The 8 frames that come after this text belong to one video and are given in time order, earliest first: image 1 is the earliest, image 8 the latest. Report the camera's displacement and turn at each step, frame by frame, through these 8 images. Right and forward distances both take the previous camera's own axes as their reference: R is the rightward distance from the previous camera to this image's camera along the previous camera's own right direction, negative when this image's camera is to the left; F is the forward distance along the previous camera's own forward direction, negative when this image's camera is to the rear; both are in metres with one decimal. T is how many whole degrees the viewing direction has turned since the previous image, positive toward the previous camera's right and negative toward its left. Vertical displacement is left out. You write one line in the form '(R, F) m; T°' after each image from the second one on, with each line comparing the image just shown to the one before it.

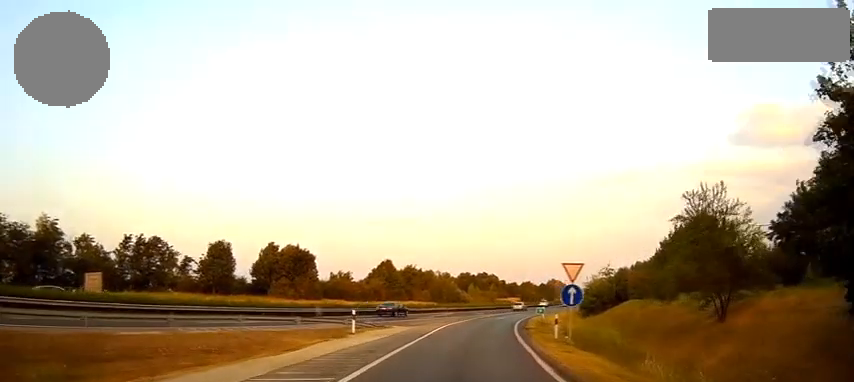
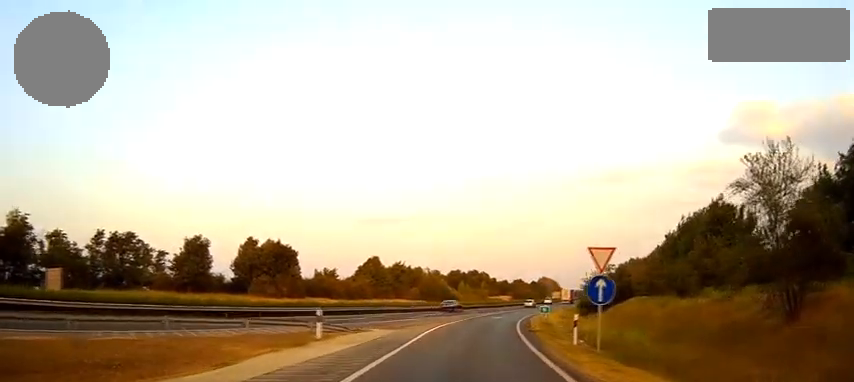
(0.0, +6.1) m; +1°
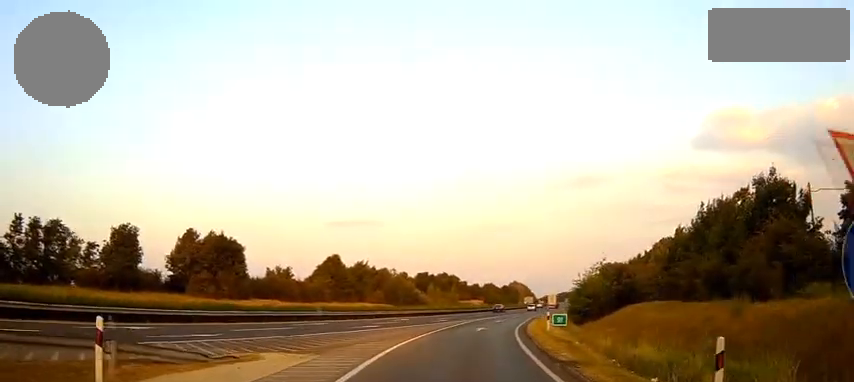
(+0.2, +13.7) m; +1°
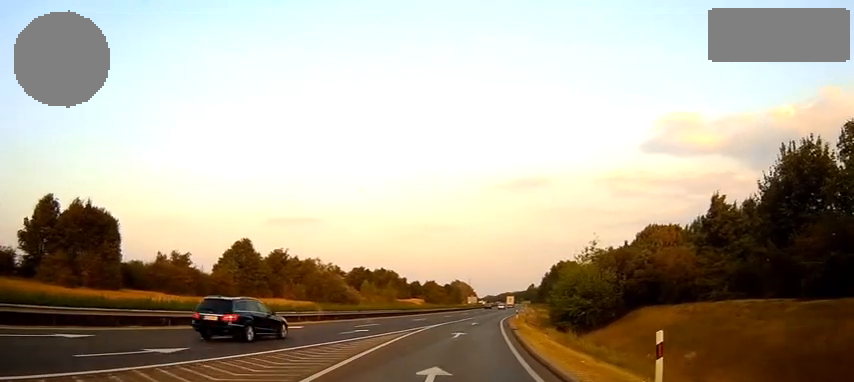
(+0.8, +23.7) m; +5°
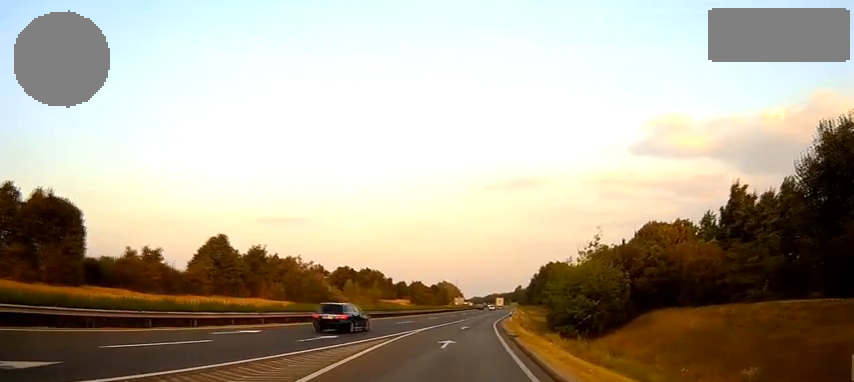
(+0.1, +5.9) m; +2°
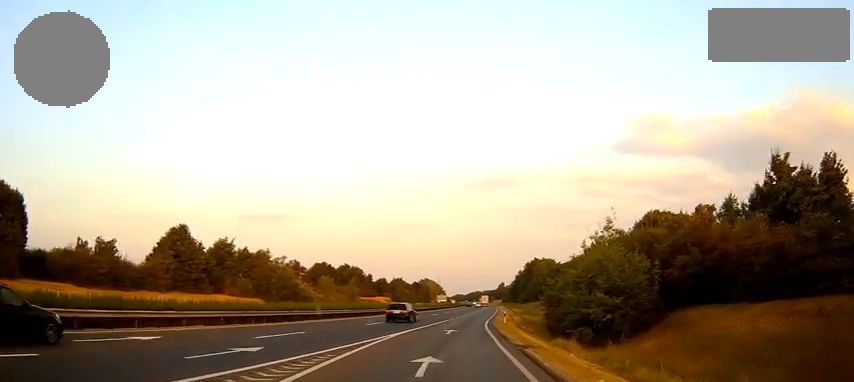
(+0.2, +9.1) m; +3°
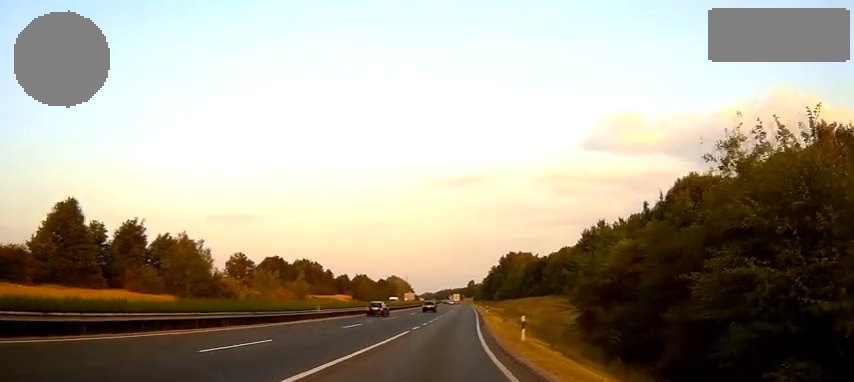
(+0.9, +23.6) m; +3°
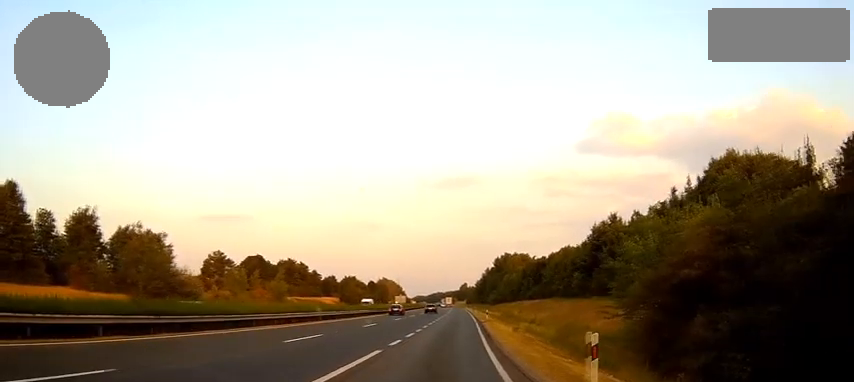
(+0.1, +11.0) m; +1°
